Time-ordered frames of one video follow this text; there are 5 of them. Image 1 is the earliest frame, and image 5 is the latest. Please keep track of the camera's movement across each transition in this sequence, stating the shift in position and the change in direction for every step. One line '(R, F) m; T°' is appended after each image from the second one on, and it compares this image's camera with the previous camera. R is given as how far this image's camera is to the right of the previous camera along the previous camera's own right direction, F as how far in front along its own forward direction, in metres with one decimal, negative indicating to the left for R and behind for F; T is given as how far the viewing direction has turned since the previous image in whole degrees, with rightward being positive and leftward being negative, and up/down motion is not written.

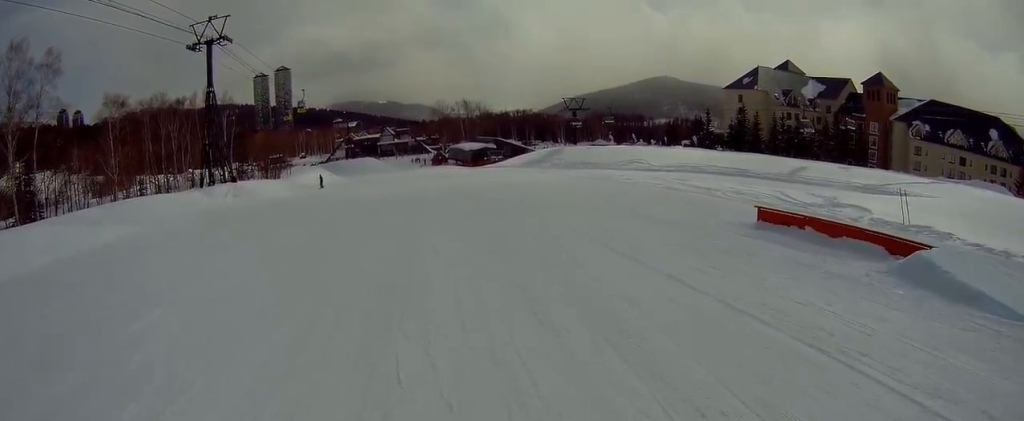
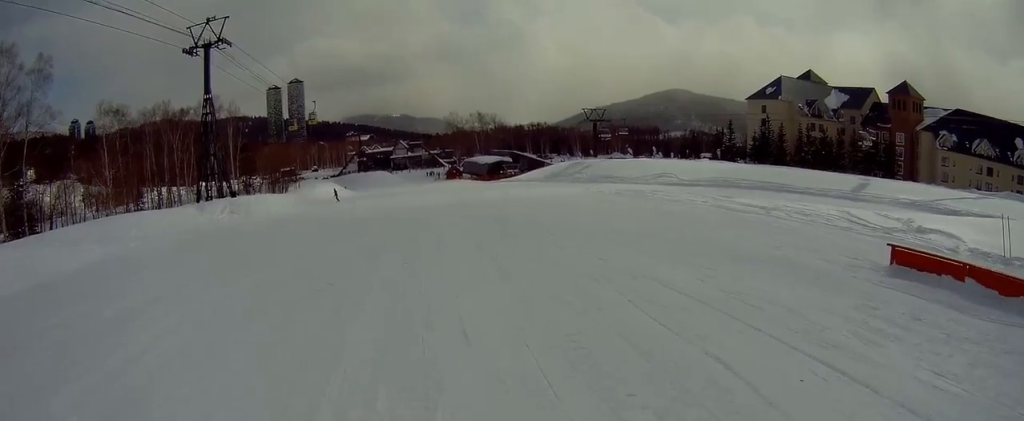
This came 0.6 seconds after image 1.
(-0.3, +4.4) m; -2°
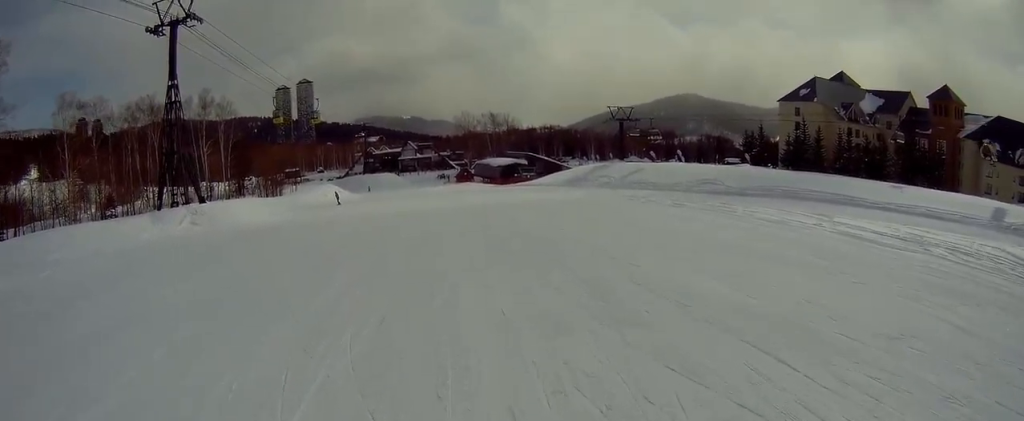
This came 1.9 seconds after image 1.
(+0.9, +9.3) m; +7°
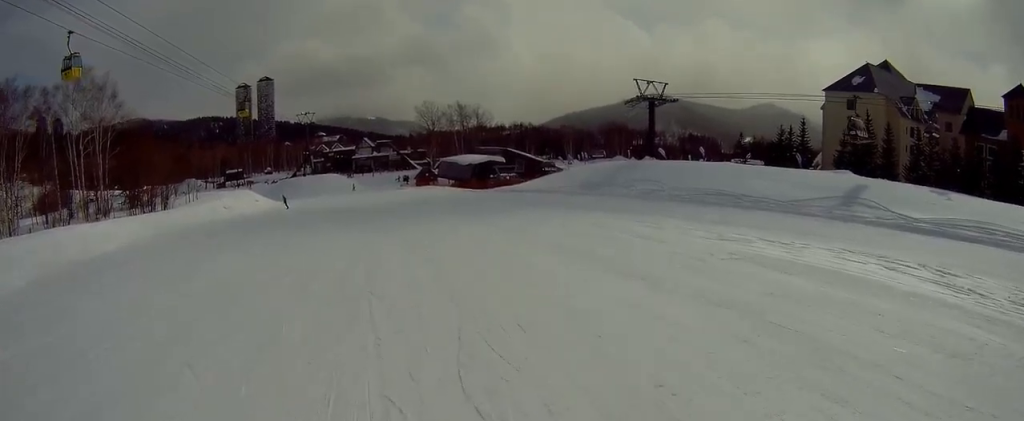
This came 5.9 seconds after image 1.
(+0.9, +28.4) m; +7°
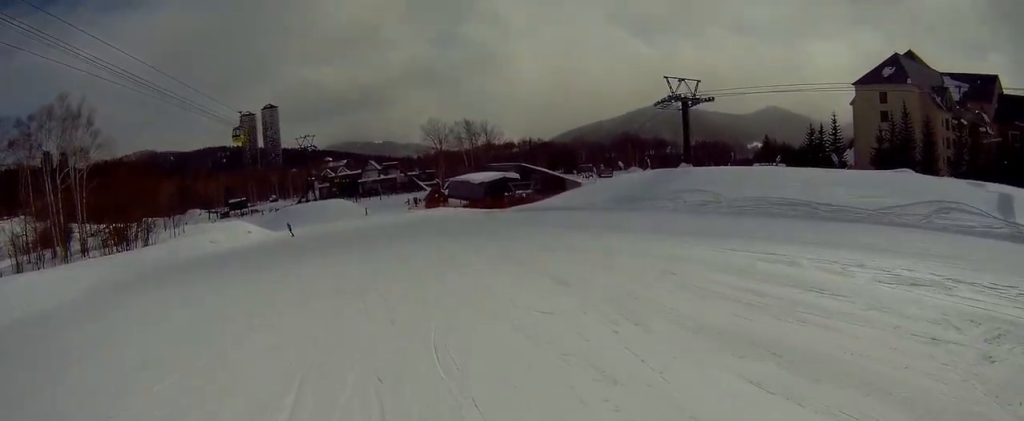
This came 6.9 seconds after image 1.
(+0.2, +8.0) m; -6°
